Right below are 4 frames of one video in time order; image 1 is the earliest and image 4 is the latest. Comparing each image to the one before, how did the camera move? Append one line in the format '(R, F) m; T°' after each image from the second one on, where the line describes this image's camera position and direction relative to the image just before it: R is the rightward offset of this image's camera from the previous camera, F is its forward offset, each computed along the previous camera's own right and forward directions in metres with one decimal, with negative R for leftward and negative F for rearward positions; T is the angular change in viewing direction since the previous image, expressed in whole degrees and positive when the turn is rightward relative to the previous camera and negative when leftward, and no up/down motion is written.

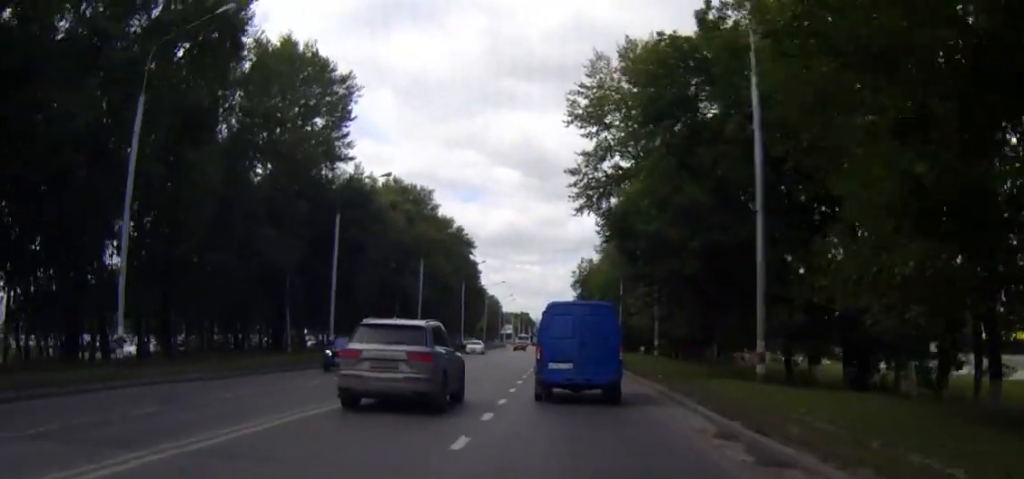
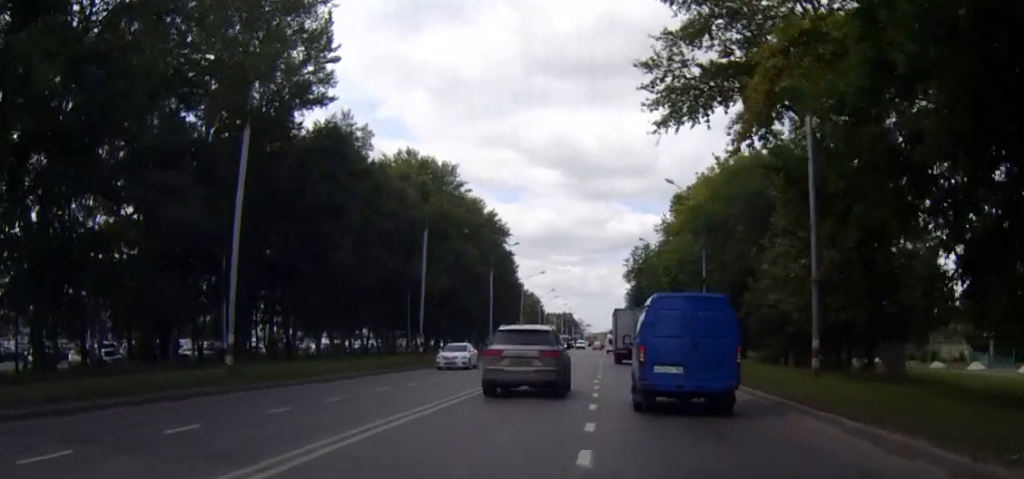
(-0.1, +21.0) m; -1°
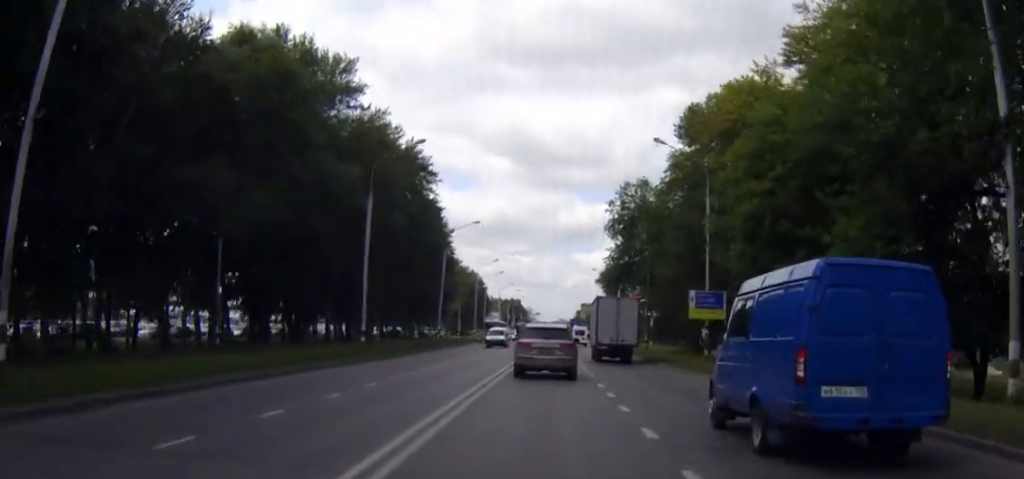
(+0.1, +40.9) m; +2°
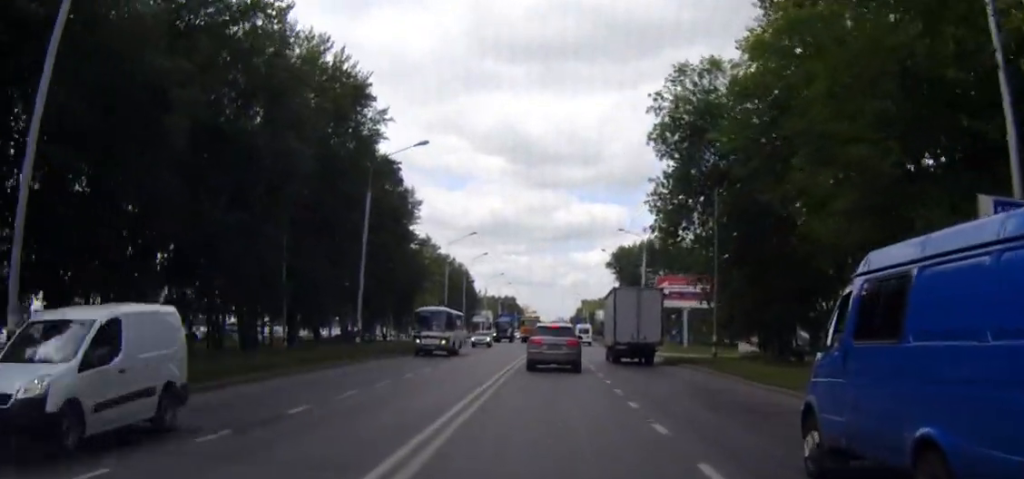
(+0.3, +31.2) m; 0°
